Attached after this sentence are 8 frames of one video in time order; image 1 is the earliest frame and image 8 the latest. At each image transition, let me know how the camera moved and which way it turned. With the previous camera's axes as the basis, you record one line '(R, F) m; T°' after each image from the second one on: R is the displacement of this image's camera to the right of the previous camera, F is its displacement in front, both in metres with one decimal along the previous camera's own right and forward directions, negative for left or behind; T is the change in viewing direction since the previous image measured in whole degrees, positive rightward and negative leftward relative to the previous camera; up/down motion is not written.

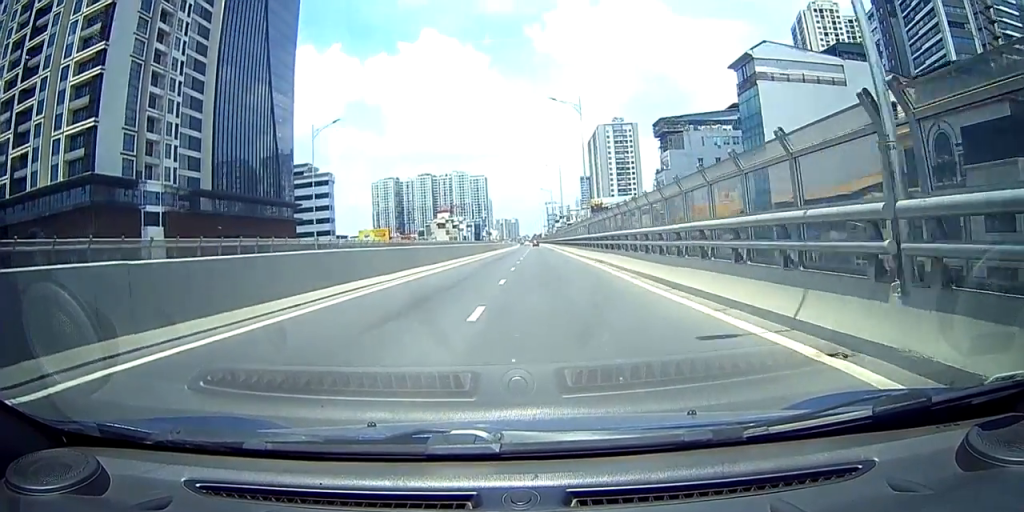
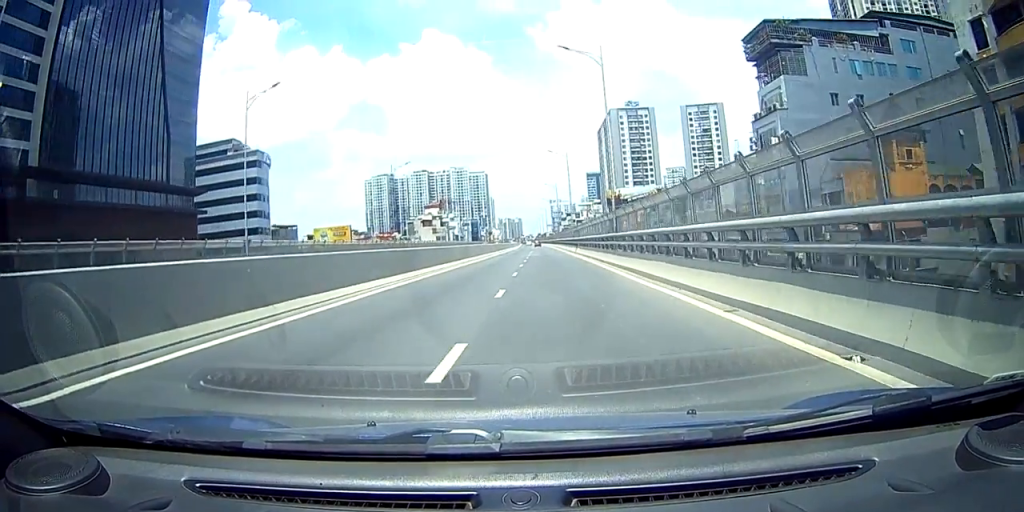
(-0.8, +46.1) m; -4°
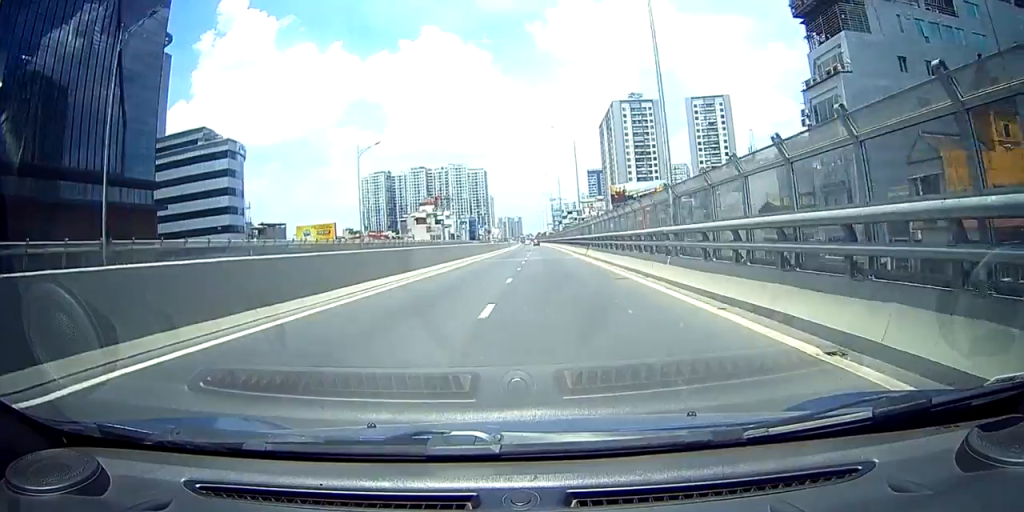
(-0.3, +11.6) m; -2°
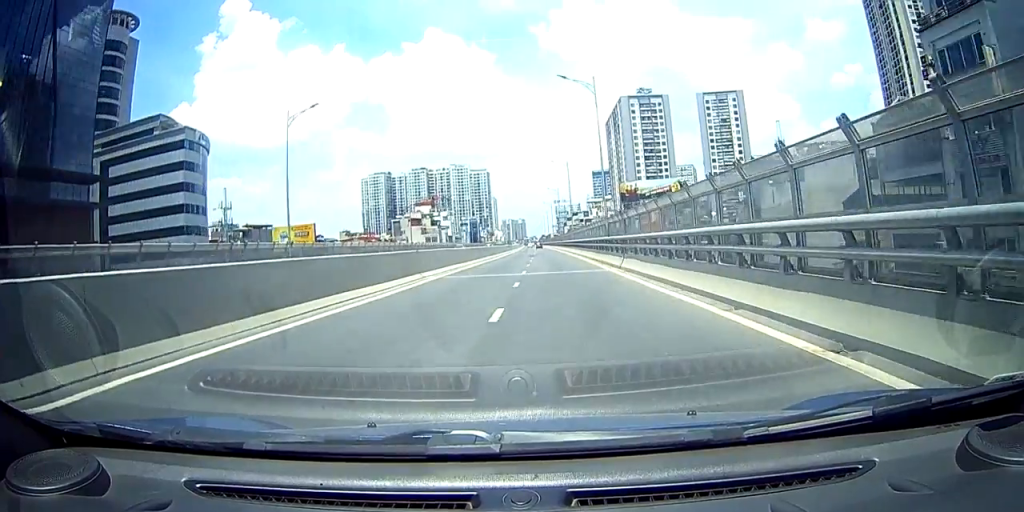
(-0.1, +15.8) m; 0°
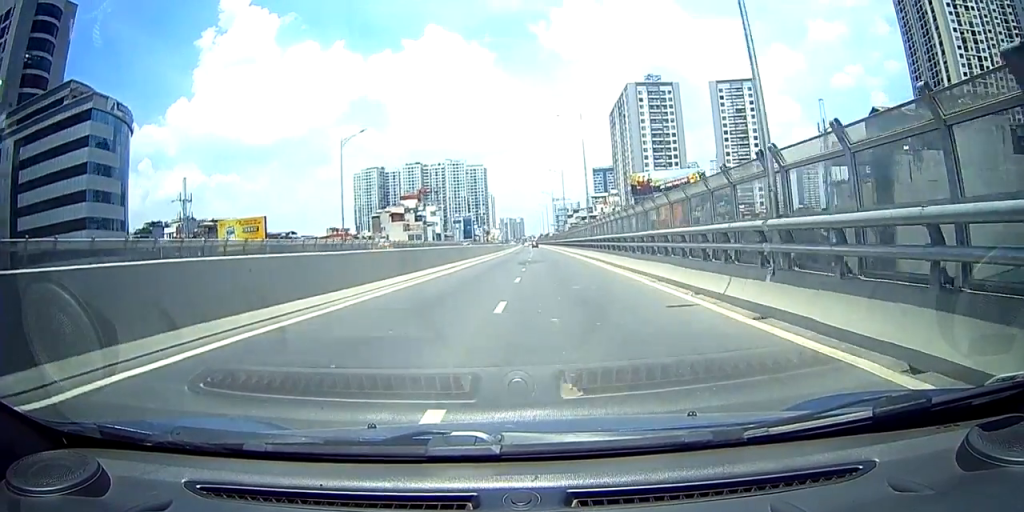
(0.0, +23.3) m; 0°
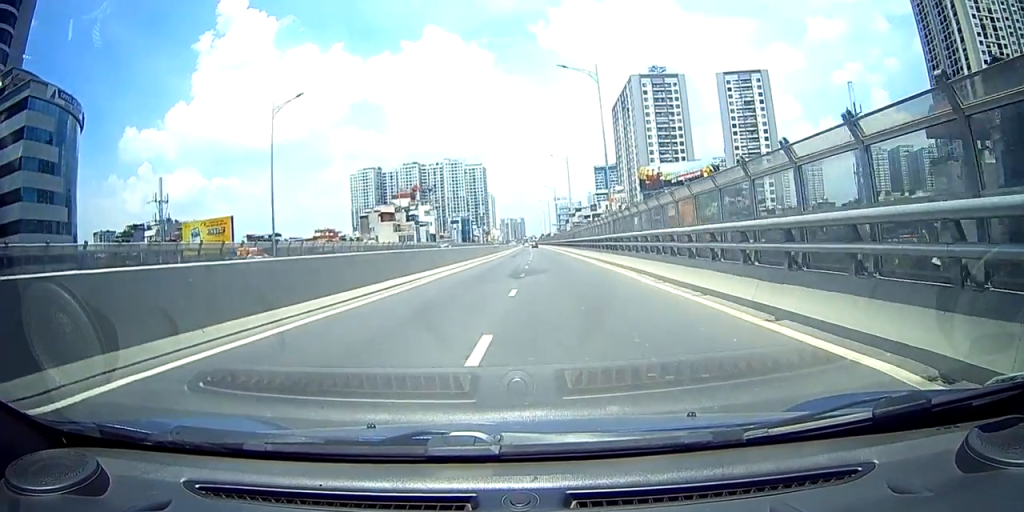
(0.0, +12.5) m; +1°
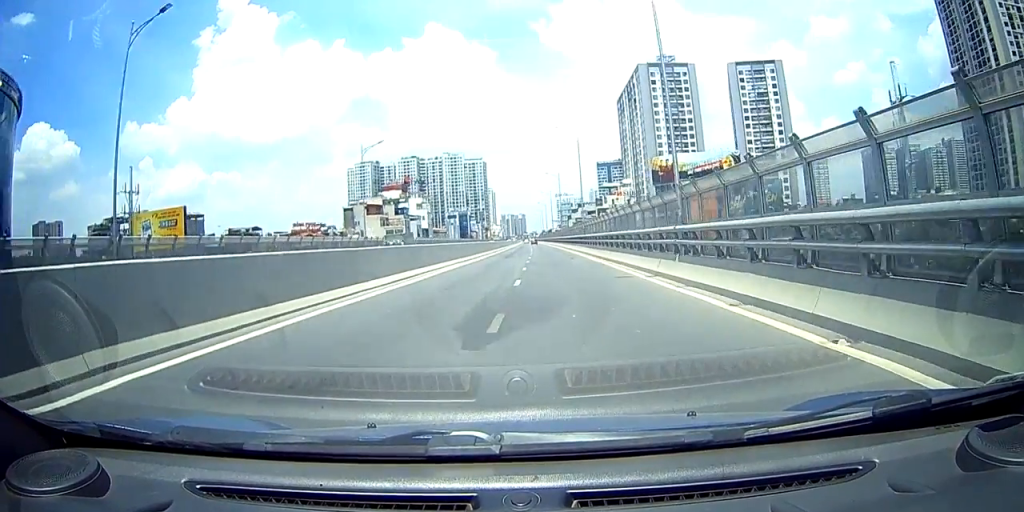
(0.0, +14.0) m; +1°
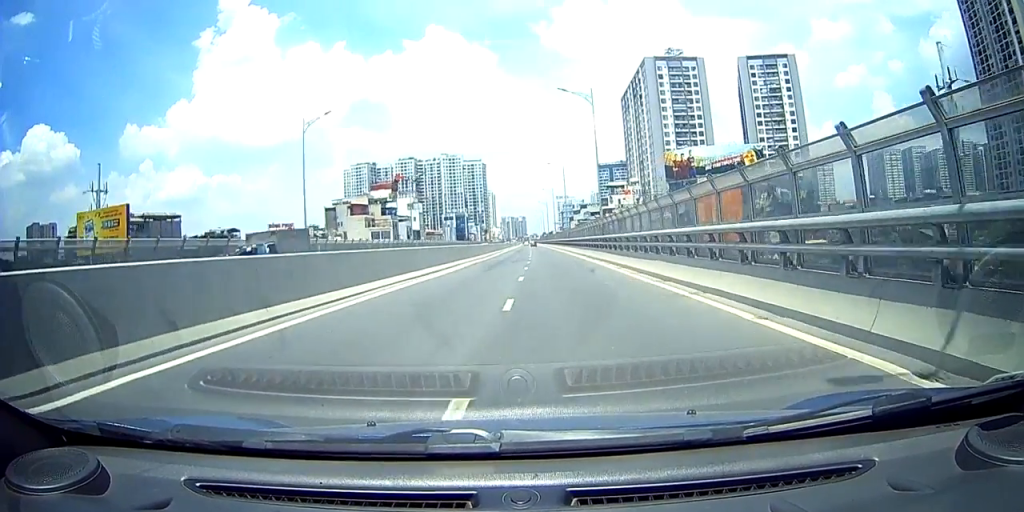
(+0.2, +13.8) m; 0°
